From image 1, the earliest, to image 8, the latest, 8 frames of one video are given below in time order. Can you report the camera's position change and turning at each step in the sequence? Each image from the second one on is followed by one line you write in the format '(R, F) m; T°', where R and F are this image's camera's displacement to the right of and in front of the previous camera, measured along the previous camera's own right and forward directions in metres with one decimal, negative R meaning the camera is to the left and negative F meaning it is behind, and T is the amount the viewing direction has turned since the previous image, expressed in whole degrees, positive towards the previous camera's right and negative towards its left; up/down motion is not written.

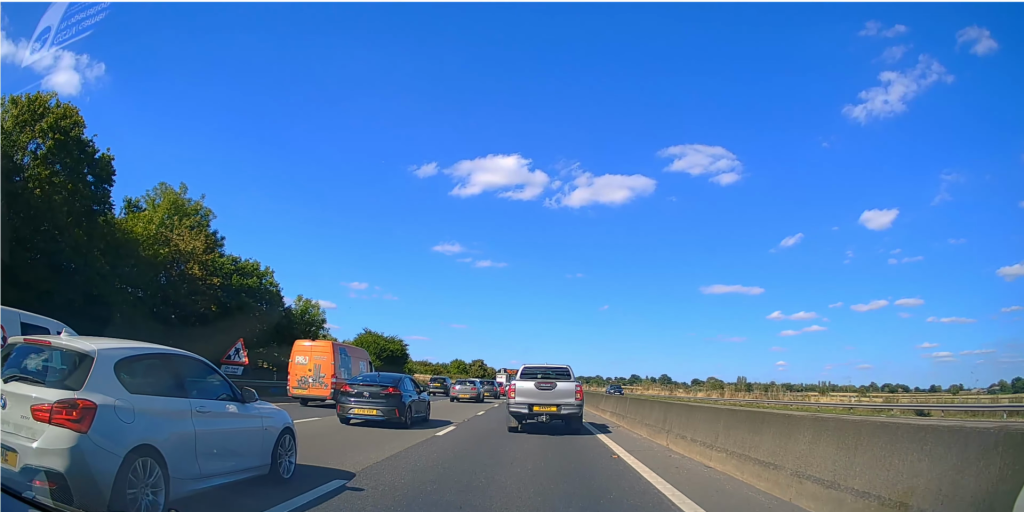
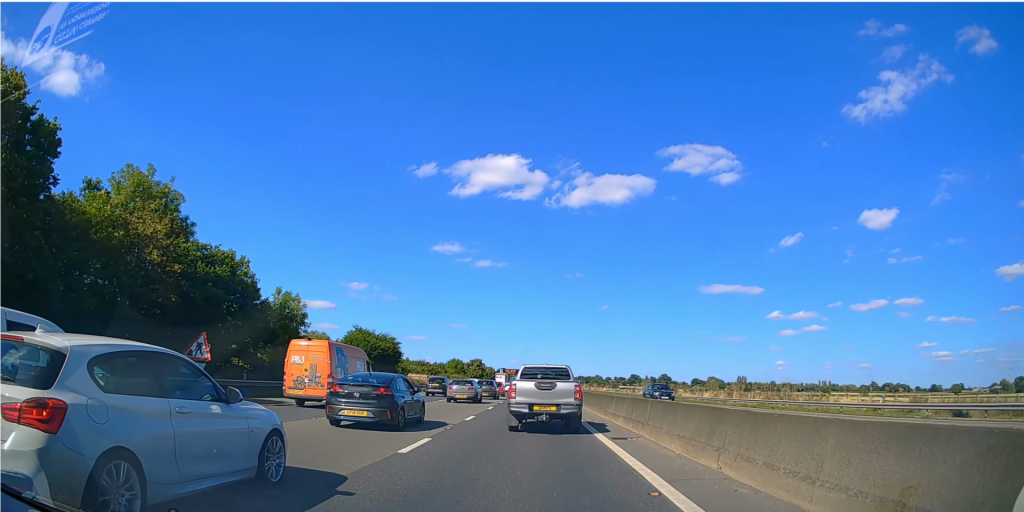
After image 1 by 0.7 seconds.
(0.0, +3.9) m; +2°
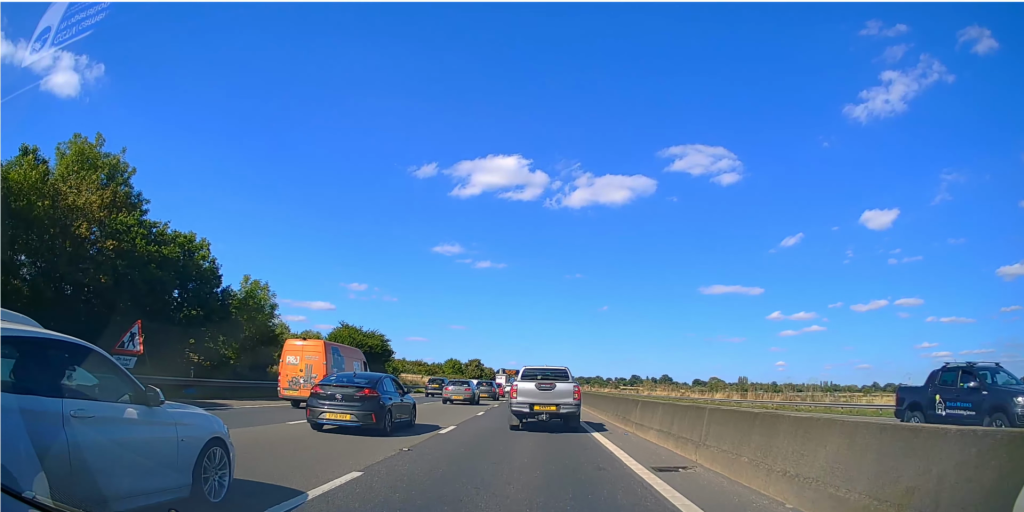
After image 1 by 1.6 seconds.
(+0.2, +6.0) m; 0°
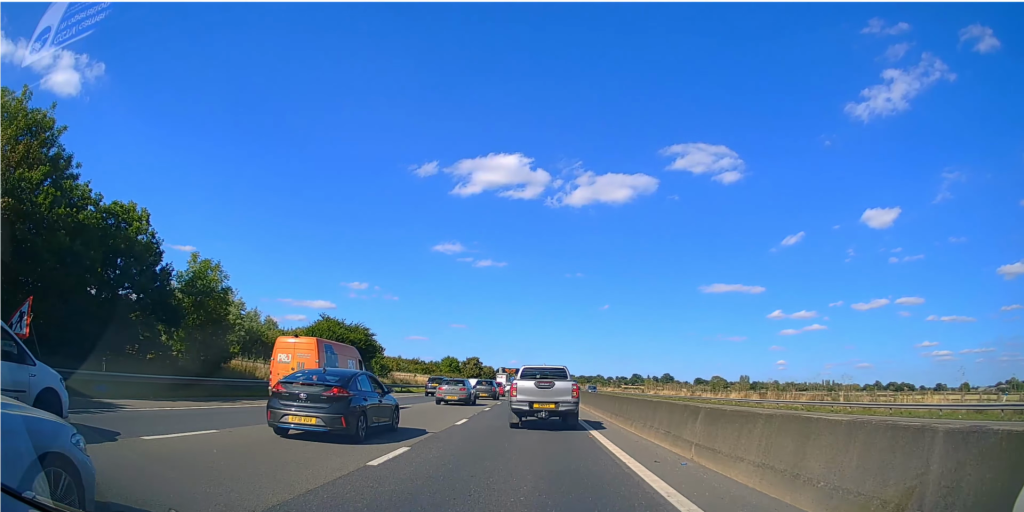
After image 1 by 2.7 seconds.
(-0.1, +6.5) m; -2°
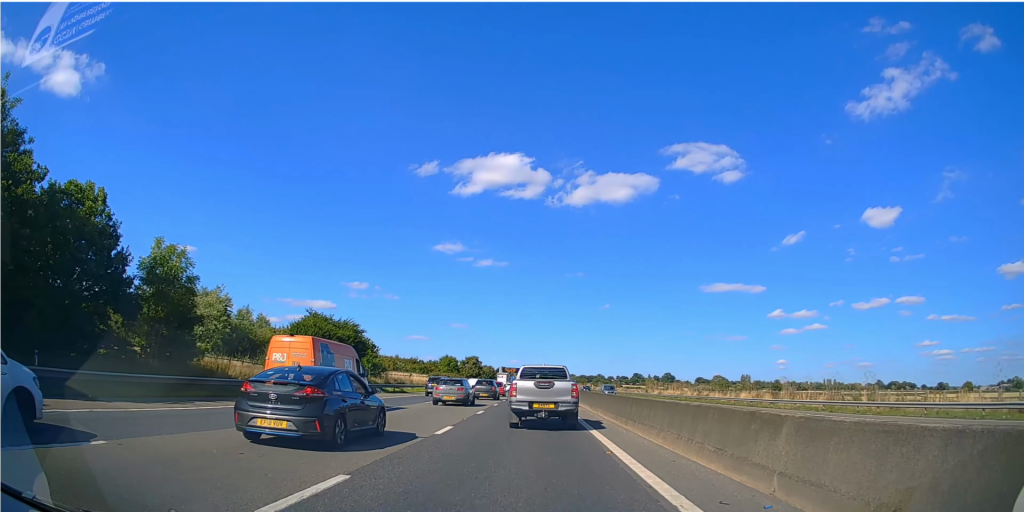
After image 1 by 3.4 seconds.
(-0.1, +3.8) m; 0°
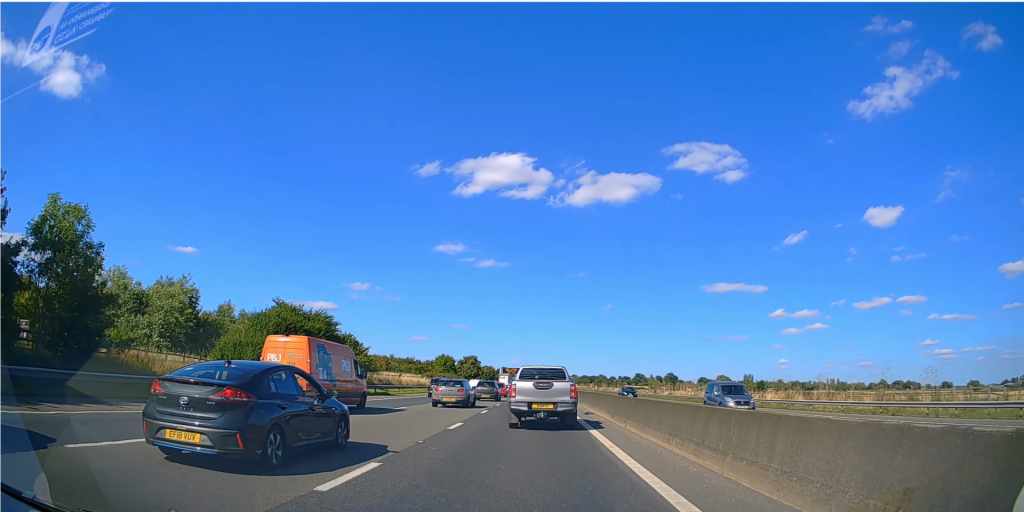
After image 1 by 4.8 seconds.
(+0.1, +9.1) m; +2°
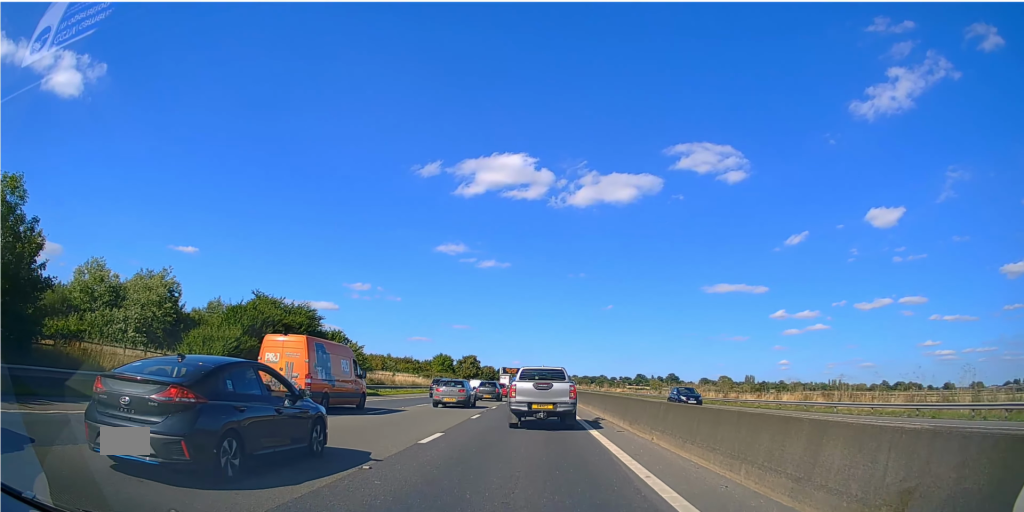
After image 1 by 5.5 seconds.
(0.0, +4.6) m; +1°
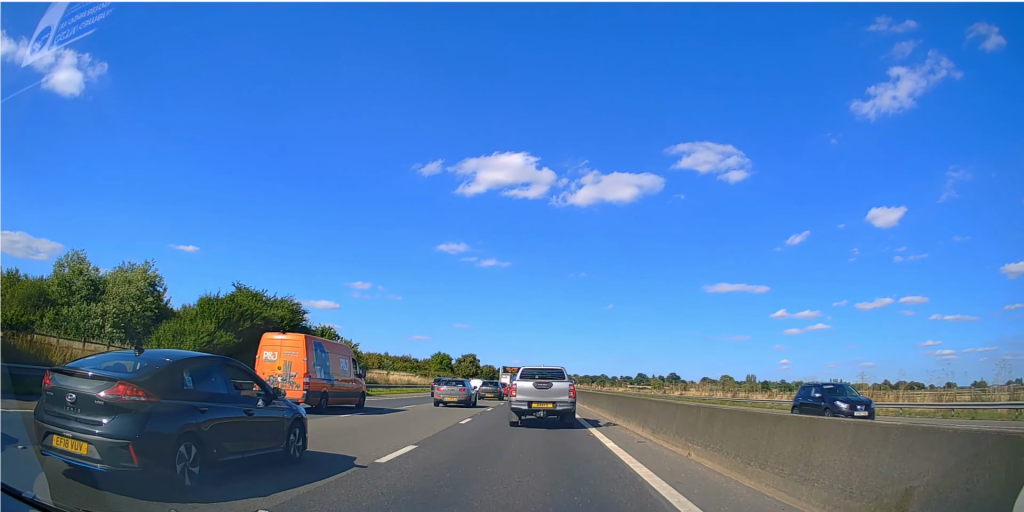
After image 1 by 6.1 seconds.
(0.0, +3.8) m; 0°
